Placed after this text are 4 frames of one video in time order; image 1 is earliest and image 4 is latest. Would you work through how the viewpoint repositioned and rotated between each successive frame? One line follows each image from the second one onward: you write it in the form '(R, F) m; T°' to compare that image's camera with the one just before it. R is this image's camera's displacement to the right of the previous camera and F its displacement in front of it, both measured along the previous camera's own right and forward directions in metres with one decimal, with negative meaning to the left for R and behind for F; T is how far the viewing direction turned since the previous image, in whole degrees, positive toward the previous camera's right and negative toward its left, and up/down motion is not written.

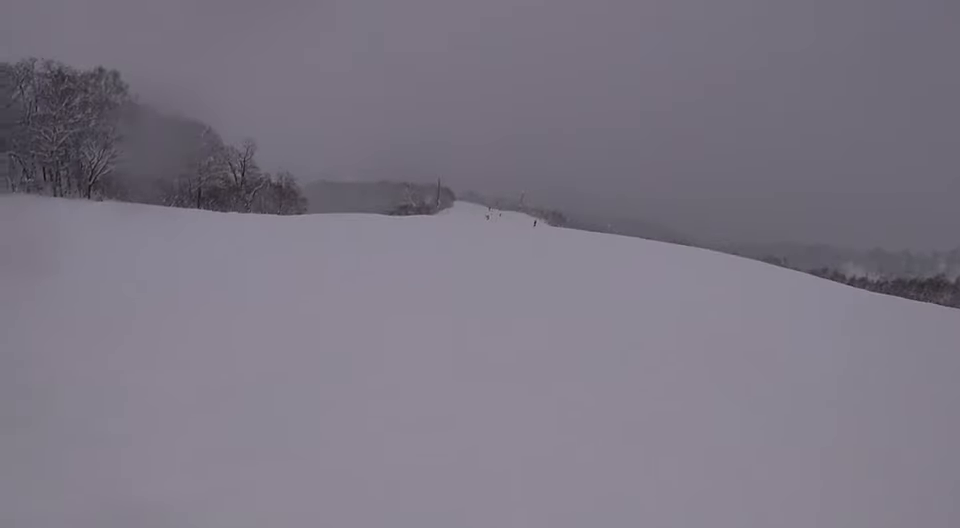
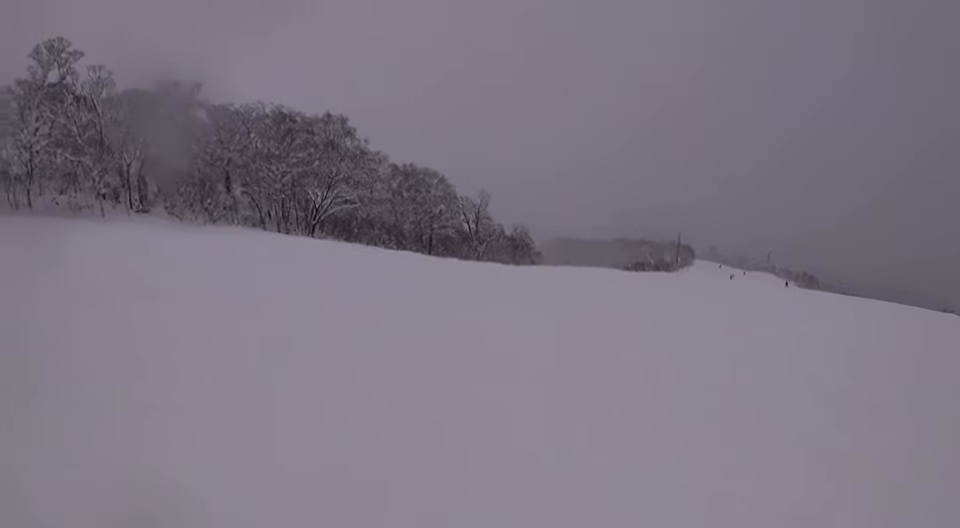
(-1.2, +6.8) m; -20°
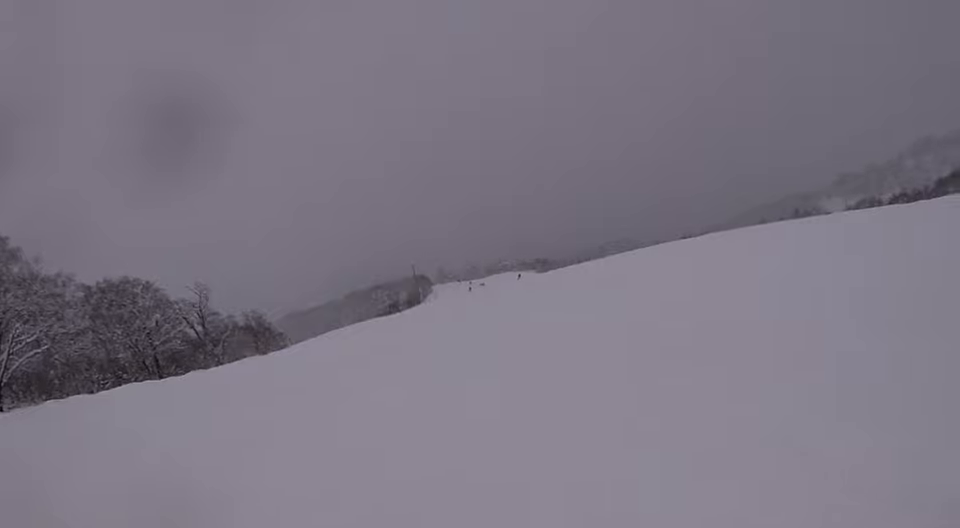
(+1.3, +11.9) m; +26°
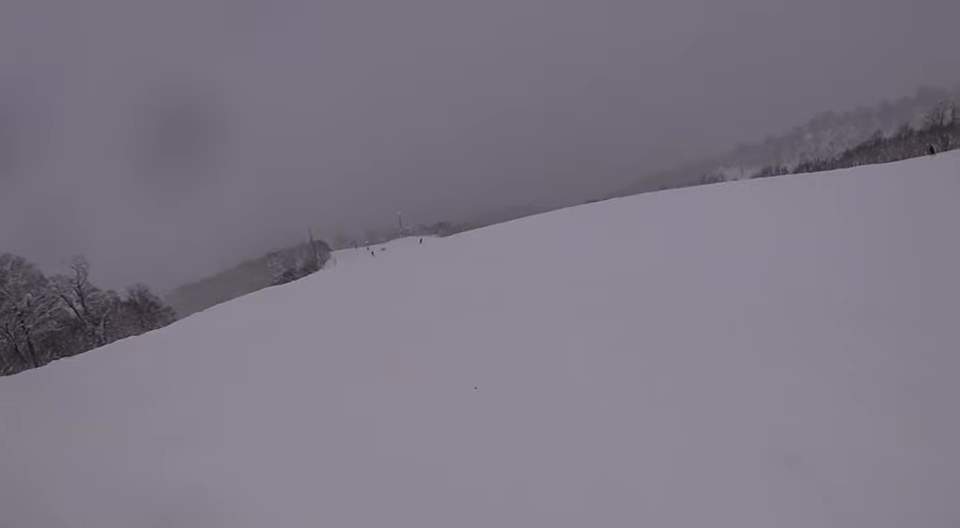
(-0.3, +3.3) m; +12°
